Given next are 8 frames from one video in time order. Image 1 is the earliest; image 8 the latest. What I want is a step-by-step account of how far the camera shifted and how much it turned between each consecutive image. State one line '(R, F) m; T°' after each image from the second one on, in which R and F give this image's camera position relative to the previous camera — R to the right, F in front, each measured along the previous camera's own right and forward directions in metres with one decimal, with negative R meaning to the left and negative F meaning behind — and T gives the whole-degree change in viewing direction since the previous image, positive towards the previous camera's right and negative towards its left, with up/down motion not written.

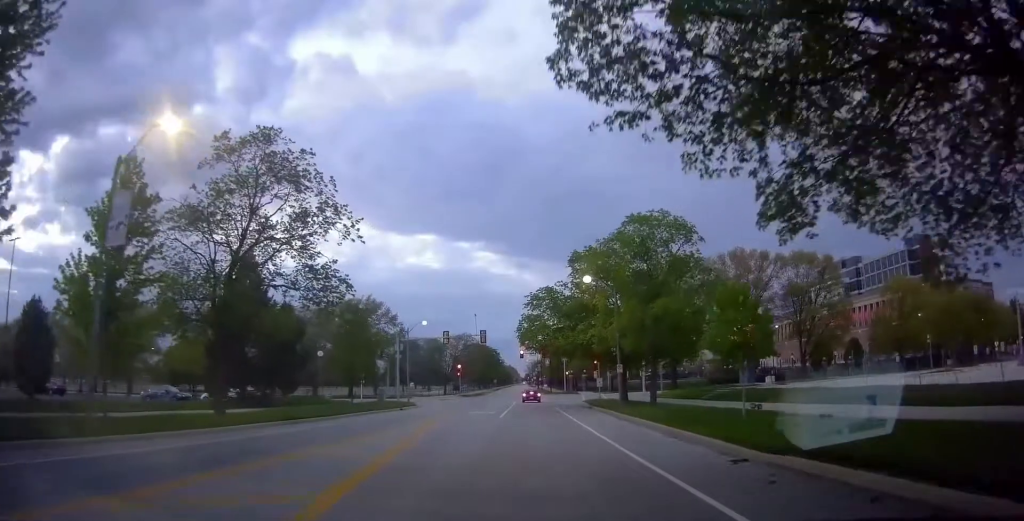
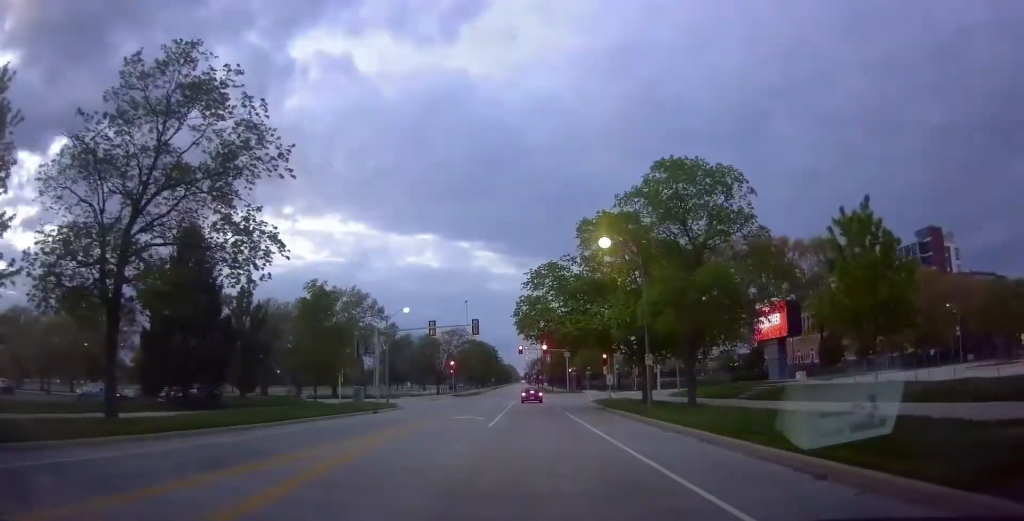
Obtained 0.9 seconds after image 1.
(0.0, +8.6) m; 0°
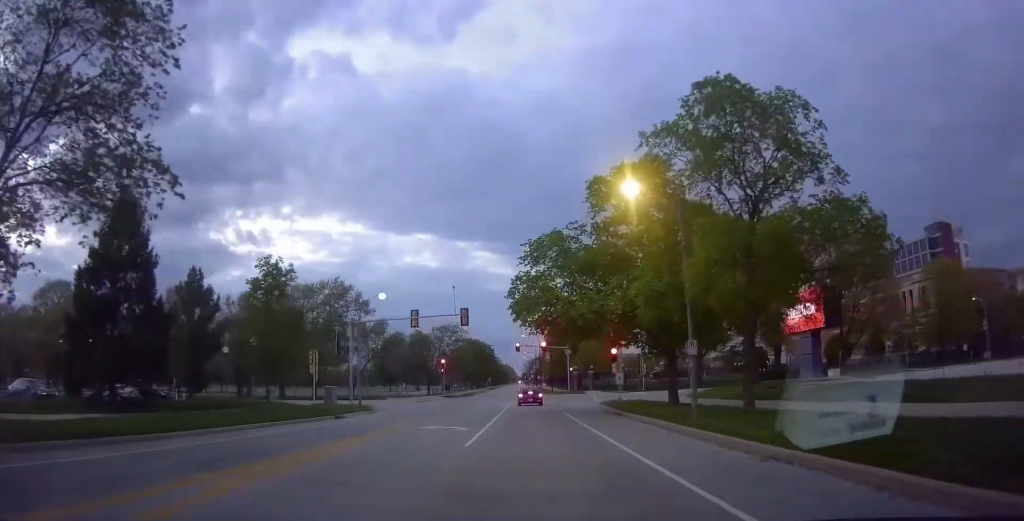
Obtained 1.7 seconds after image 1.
(0.0, +7.7) m; 0°
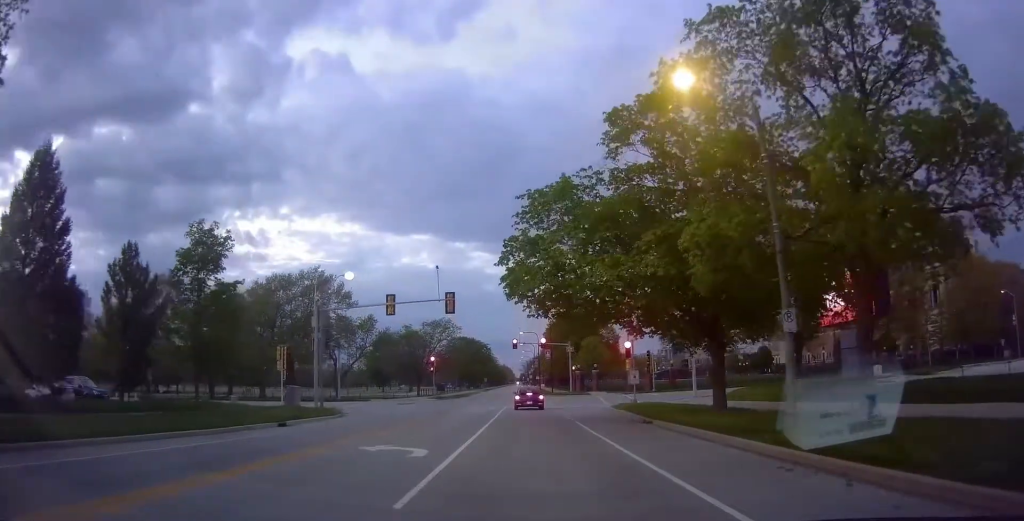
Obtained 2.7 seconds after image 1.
(0.0, +7.7) m; 0°
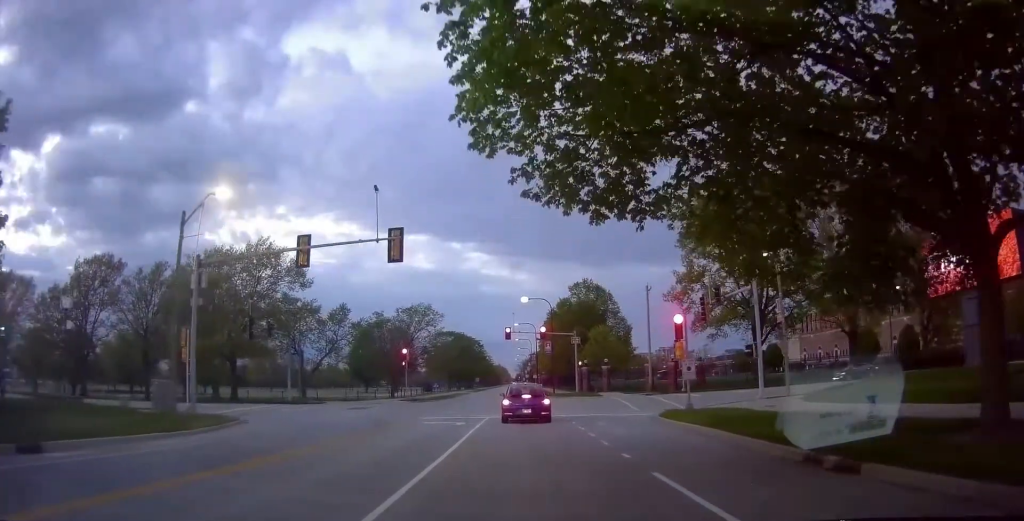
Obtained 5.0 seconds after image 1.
(0.0, +15.5) m; 0°
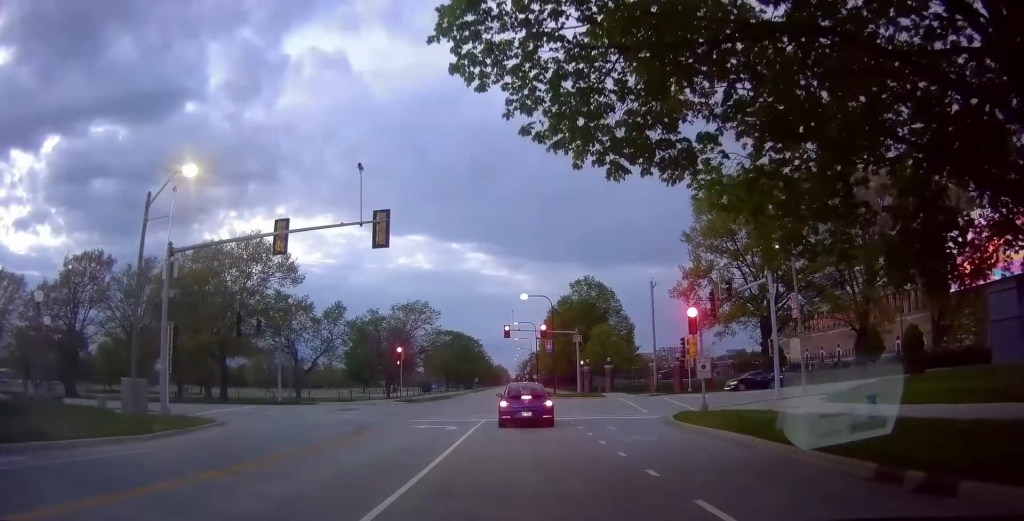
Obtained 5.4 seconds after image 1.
(0.0, +2.5) m; 0°
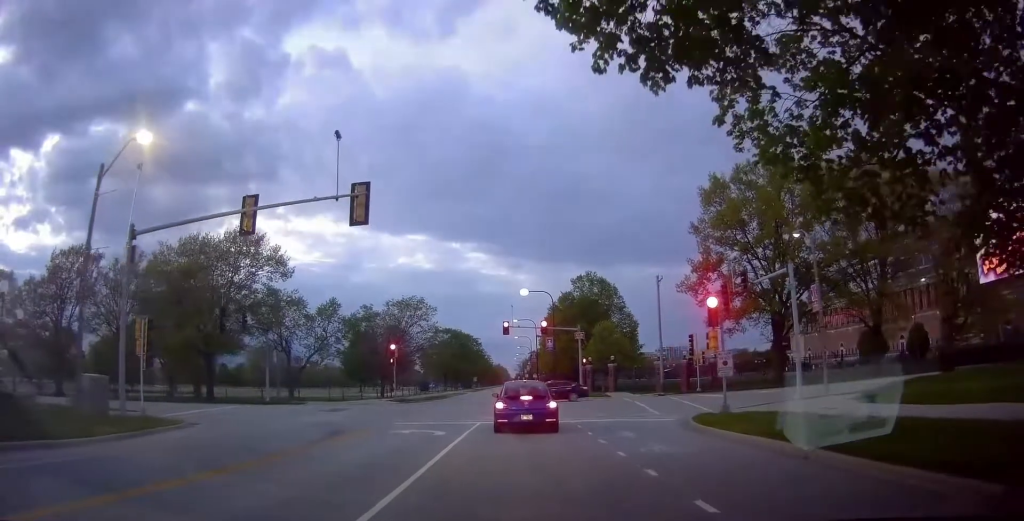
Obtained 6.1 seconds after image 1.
(0.0, +3.1) m; 0°
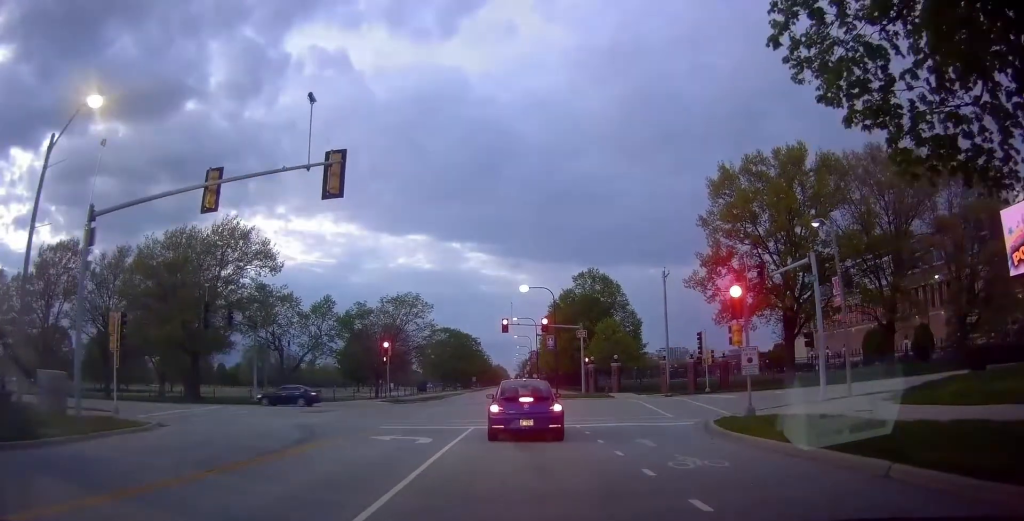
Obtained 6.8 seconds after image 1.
(0.0, +2.8) m; 0°
